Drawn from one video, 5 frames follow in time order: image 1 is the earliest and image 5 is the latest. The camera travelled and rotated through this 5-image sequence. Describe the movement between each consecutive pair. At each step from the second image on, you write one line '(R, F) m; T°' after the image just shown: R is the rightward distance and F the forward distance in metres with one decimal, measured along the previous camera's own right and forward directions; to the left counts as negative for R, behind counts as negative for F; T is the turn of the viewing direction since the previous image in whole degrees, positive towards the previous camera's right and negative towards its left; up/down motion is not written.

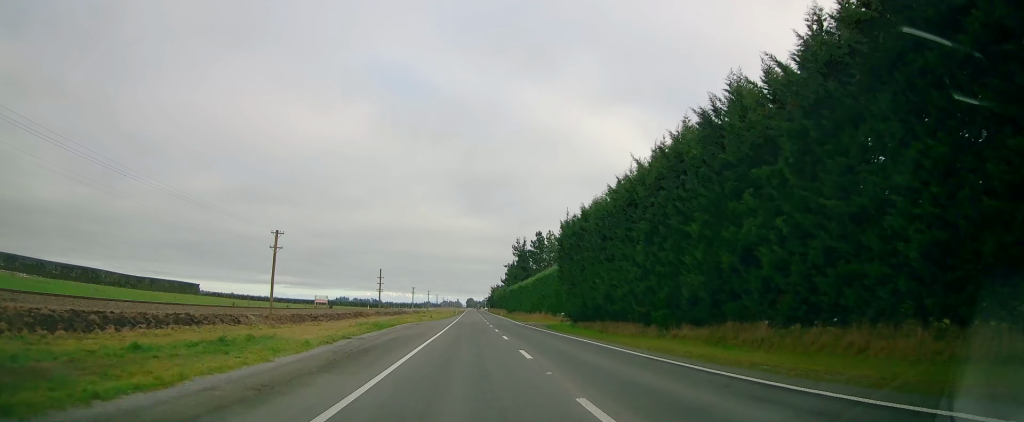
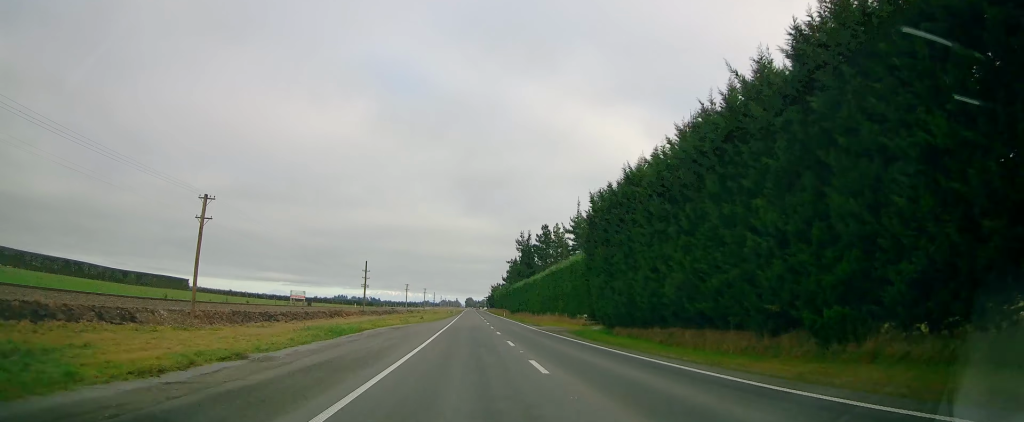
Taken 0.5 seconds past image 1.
(0.0, +13.6) m; +1°
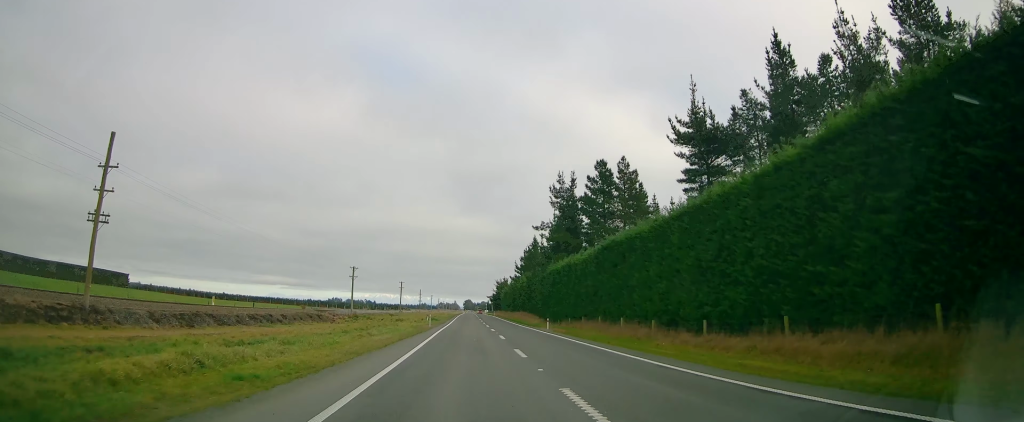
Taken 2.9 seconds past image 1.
(+0.2, +65.1) m; -1°
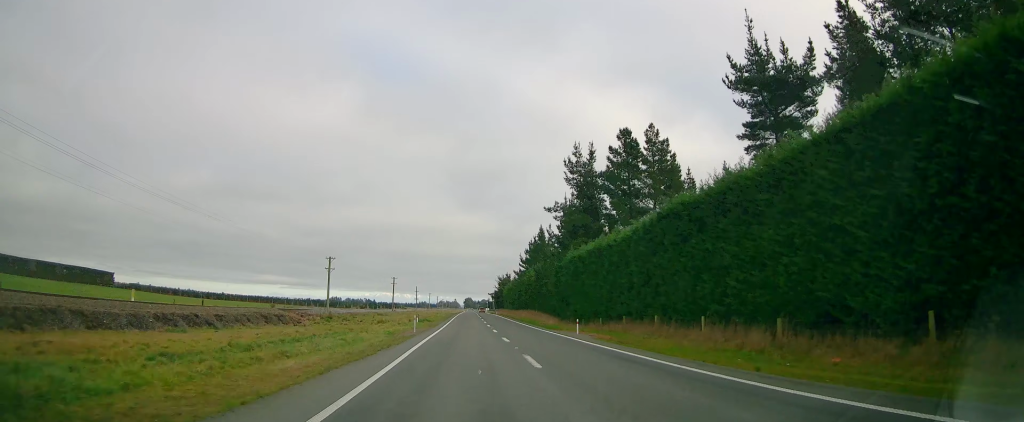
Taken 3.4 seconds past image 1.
(-0.1, +13.7) m; 0°
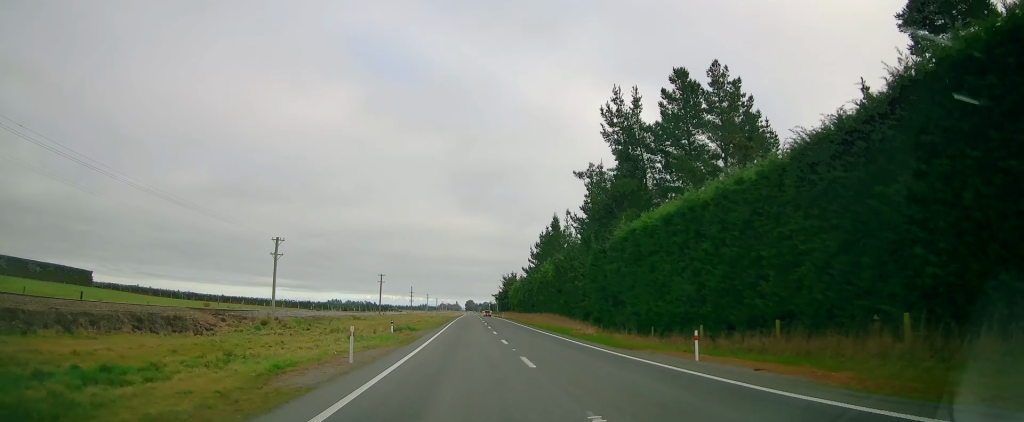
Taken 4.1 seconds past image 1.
(0.0, +19.1) m; 0°
